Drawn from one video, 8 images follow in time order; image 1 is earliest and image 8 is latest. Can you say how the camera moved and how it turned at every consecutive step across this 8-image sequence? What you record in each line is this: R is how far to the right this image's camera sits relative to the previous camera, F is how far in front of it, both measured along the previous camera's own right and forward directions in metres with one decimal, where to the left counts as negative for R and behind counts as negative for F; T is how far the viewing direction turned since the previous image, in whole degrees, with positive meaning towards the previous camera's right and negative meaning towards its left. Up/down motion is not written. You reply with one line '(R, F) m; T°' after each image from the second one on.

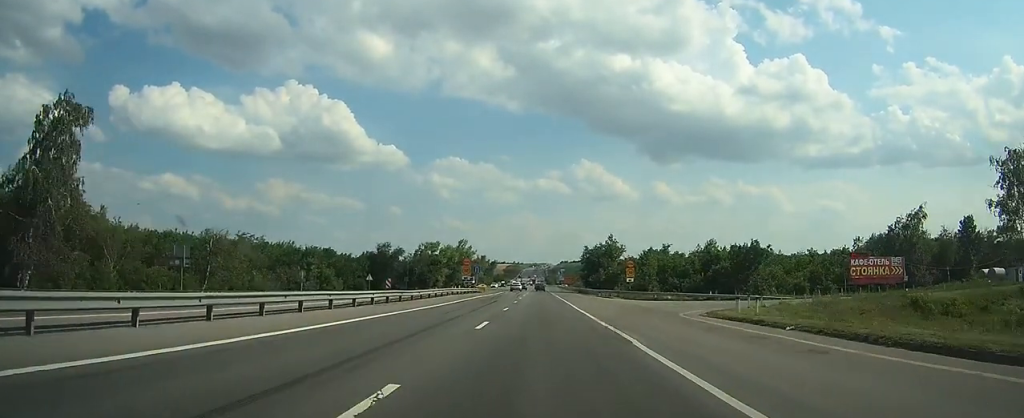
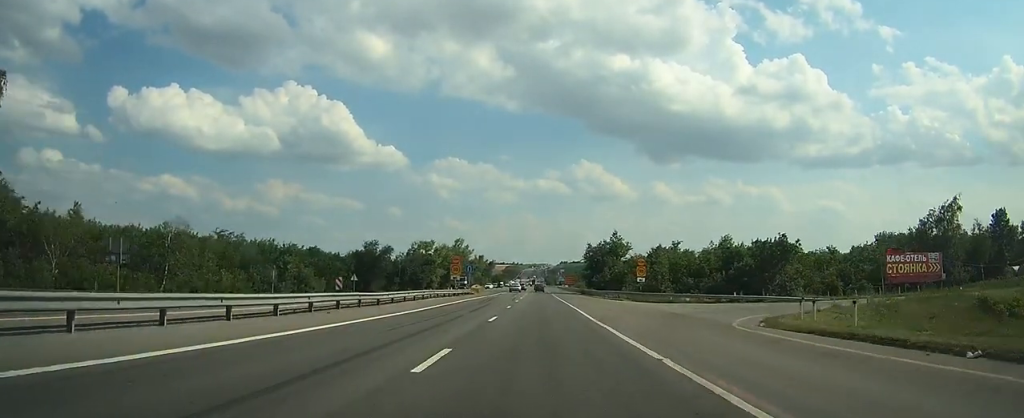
(0.0, +8.0) m; 0°
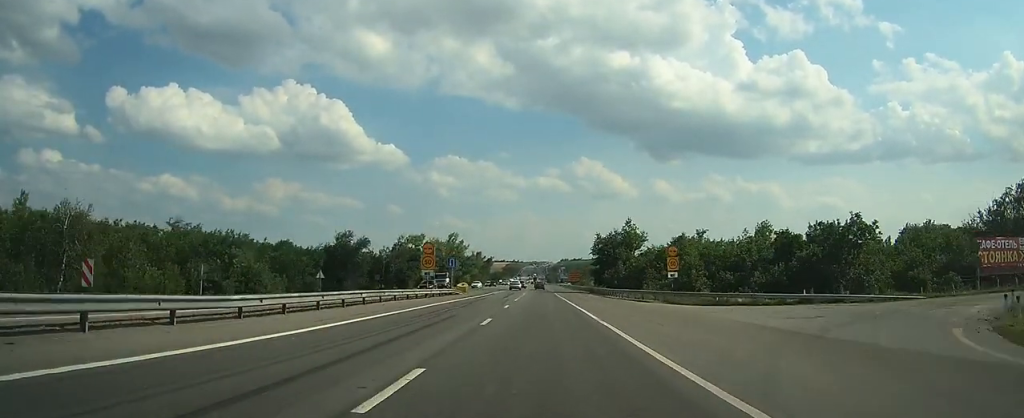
(0.0, +14.8) m; 0°
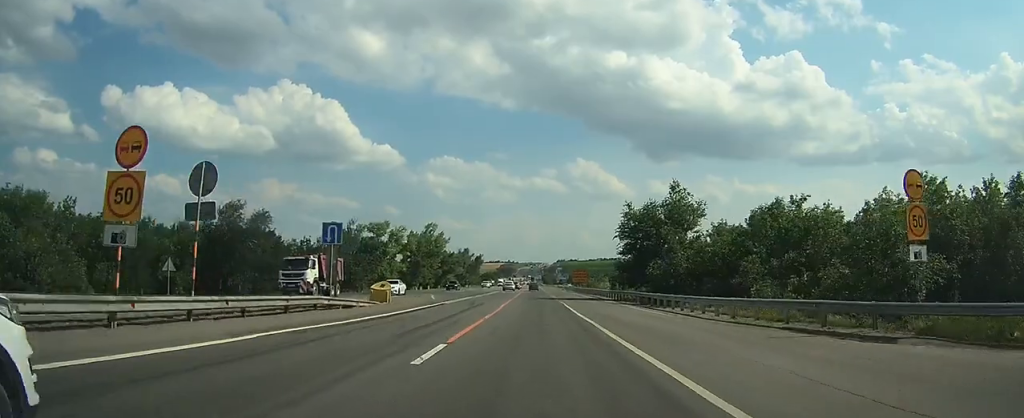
(-0.2, +33.2) m; 0°
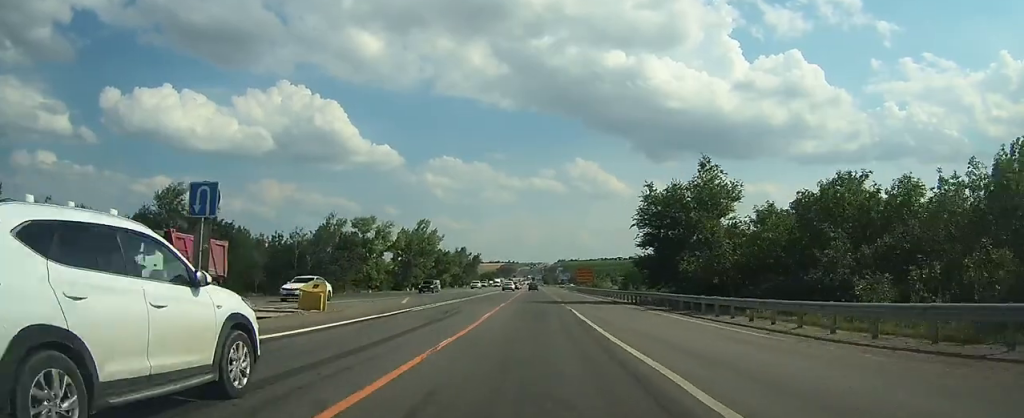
(0.0, +10.5) m; 0°
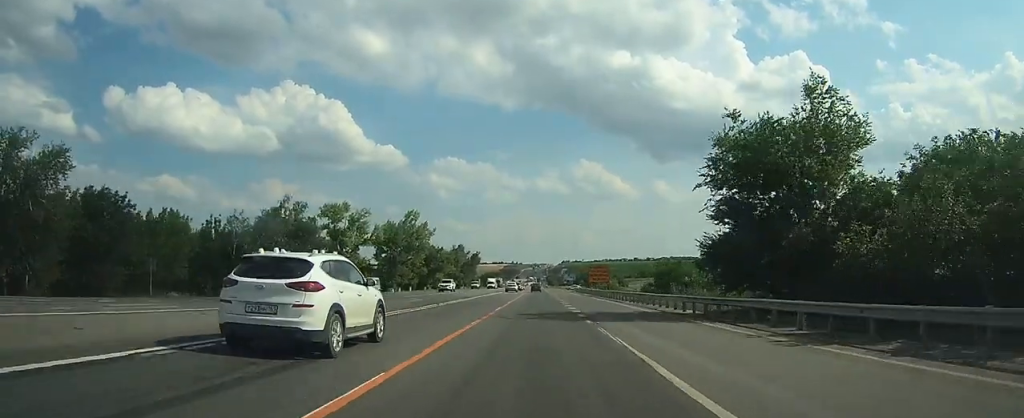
(0.0, +18.5) m; 0°
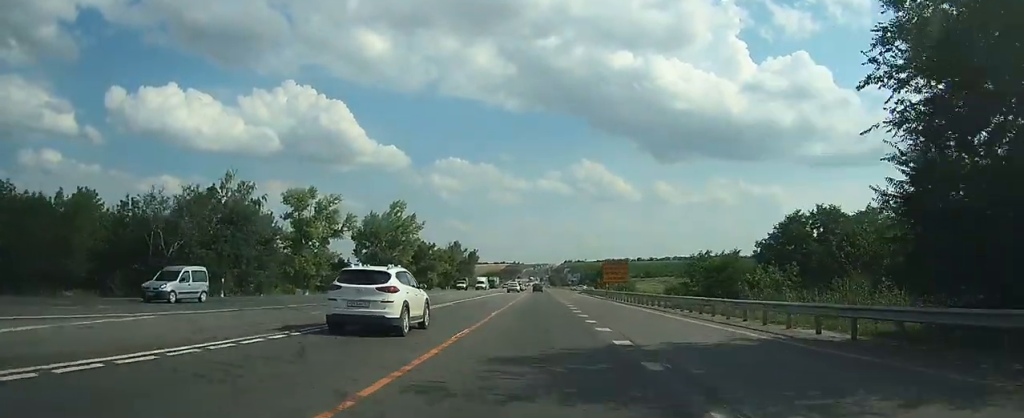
(0.0, +15.4) m; 0°
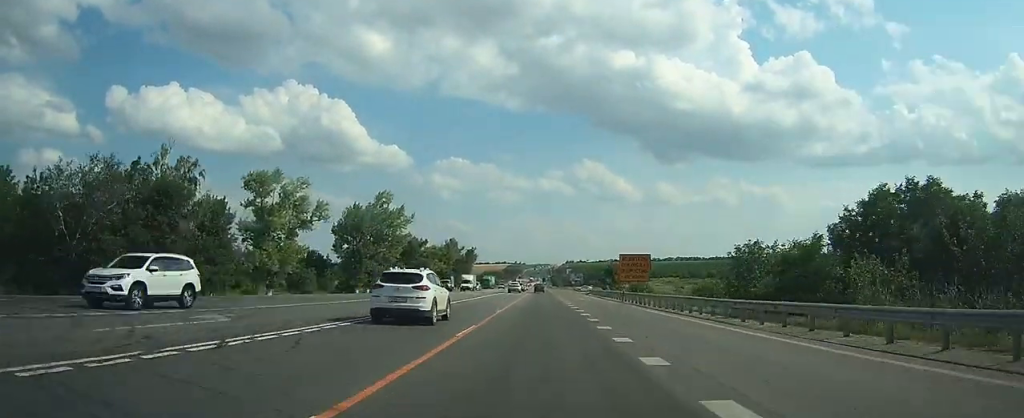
(0.0, +11.7) m; 0°
